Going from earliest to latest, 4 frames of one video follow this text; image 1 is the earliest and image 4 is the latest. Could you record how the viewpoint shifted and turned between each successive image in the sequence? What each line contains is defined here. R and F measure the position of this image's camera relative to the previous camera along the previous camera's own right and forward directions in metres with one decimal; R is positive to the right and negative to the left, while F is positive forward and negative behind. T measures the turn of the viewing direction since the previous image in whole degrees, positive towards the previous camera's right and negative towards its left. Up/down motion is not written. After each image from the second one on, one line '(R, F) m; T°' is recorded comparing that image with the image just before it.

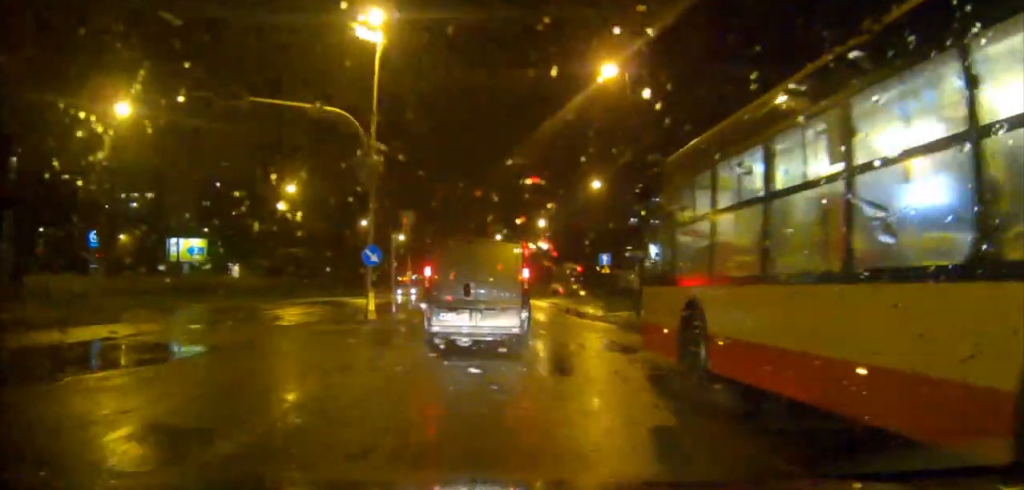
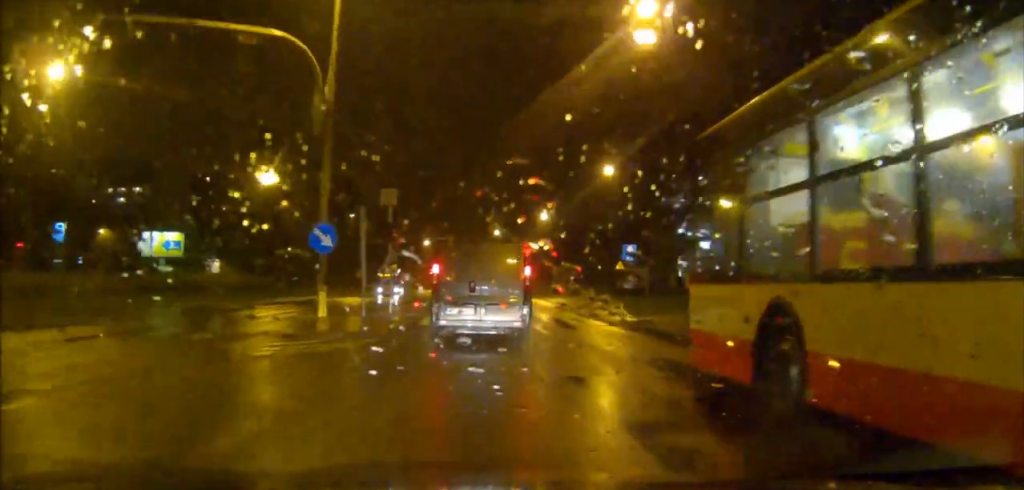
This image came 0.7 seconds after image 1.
(0.0, +7.5) m; 0°
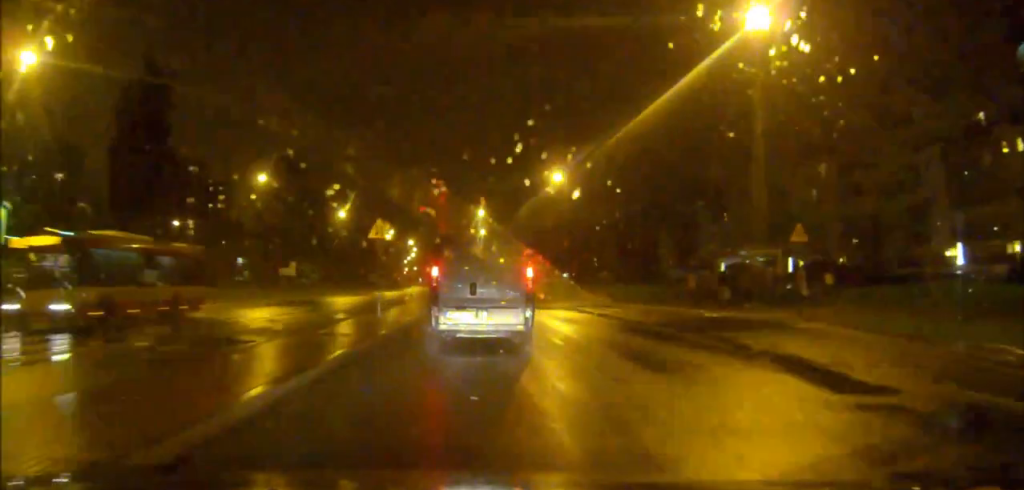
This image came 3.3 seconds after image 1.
(+0.7, +35.4) m; +1°
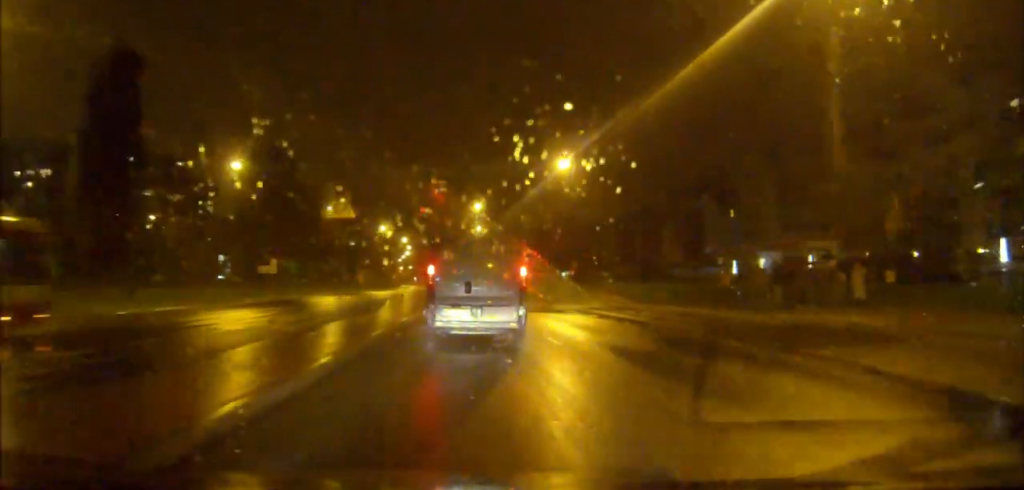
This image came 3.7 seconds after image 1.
(0.0, +6.5) m; 0°
